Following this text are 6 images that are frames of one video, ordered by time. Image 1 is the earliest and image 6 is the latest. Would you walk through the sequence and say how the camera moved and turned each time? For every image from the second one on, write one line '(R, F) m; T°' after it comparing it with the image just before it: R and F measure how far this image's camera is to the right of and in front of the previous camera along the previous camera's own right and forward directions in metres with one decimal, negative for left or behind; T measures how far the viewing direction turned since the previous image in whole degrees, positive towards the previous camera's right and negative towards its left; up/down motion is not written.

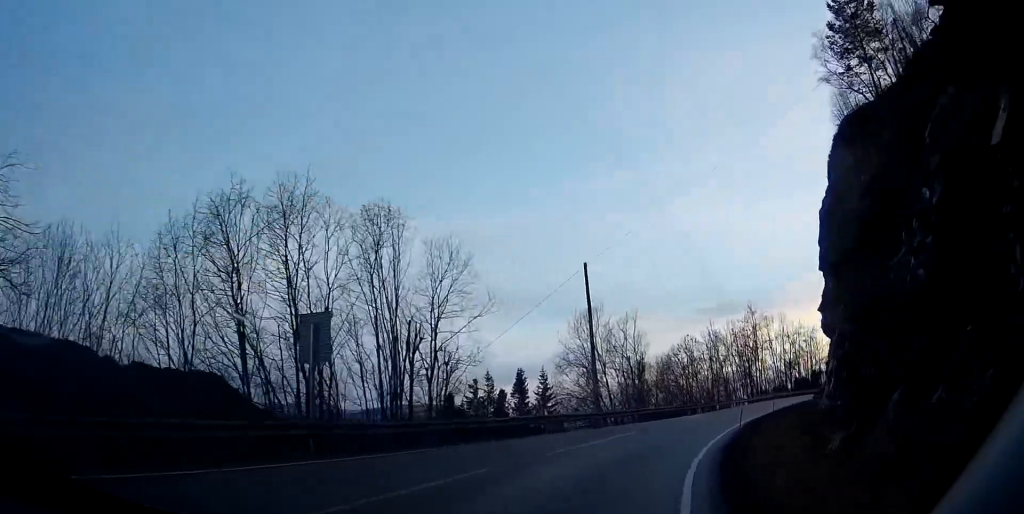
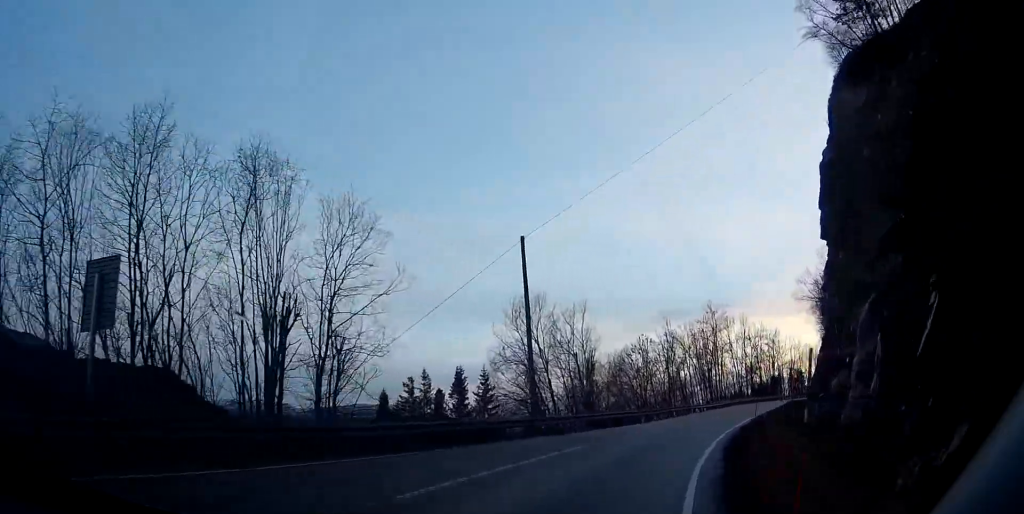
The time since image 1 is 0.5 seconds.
(+0.4, +6.8) m; +5°
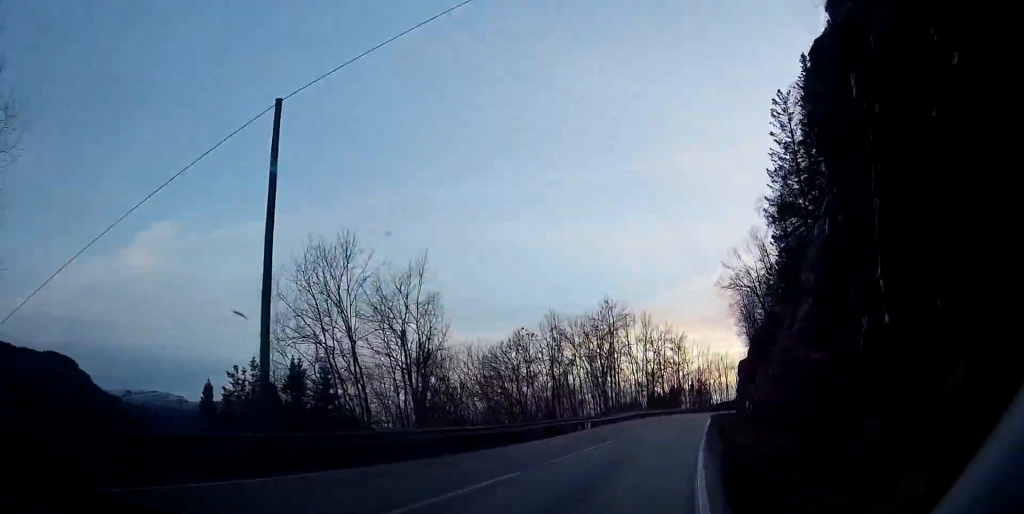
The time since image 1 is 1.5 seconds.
(+1.3, +15.0) m; +10°
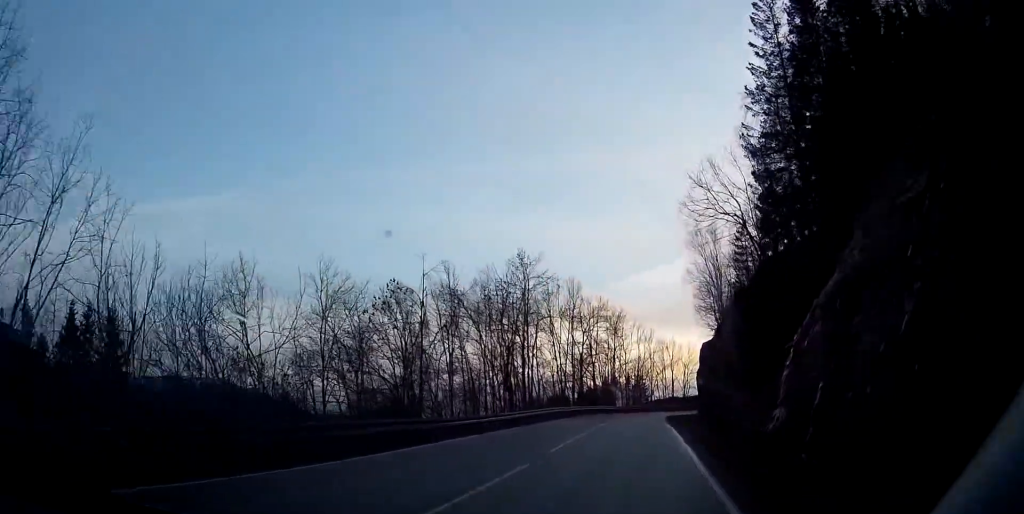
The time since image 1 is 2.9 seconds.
(+1.8, +21.1) m; +6°
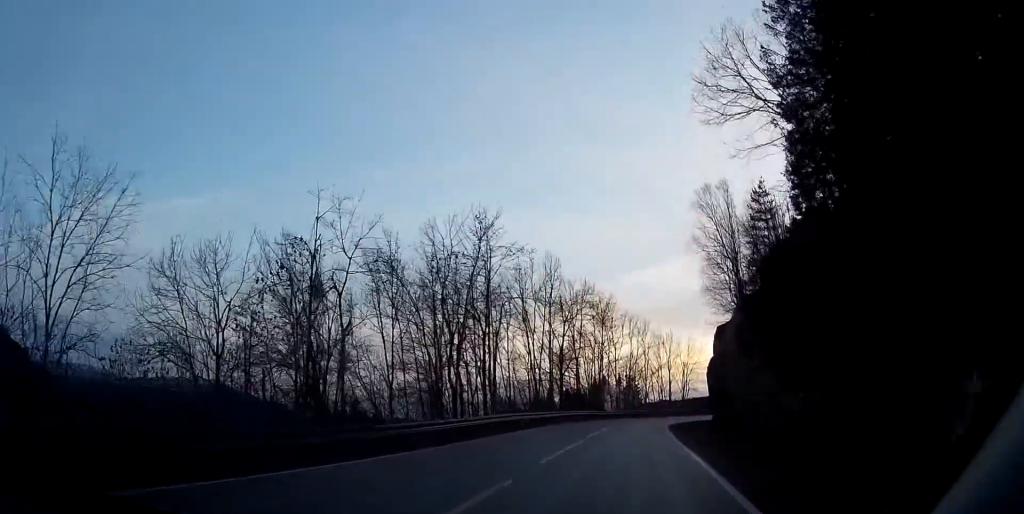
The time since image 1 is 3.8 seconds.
(0.0, +13.7) m; -1°
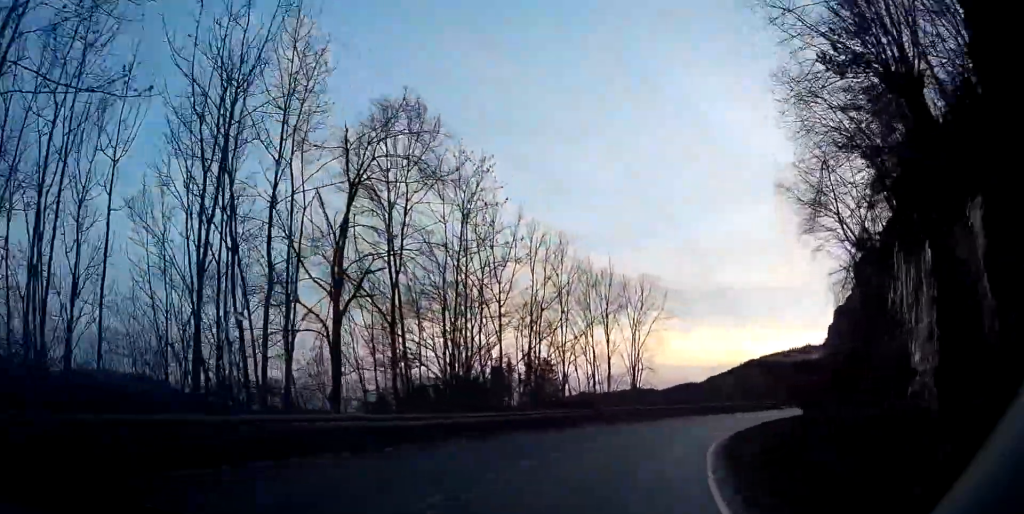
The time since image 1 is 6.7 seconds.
(+0.7, +41.0) m; +7°
